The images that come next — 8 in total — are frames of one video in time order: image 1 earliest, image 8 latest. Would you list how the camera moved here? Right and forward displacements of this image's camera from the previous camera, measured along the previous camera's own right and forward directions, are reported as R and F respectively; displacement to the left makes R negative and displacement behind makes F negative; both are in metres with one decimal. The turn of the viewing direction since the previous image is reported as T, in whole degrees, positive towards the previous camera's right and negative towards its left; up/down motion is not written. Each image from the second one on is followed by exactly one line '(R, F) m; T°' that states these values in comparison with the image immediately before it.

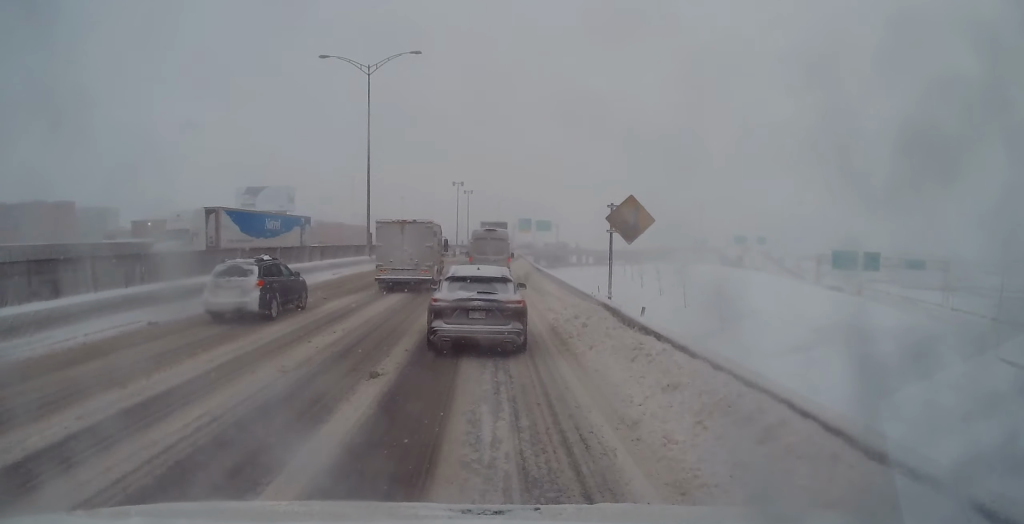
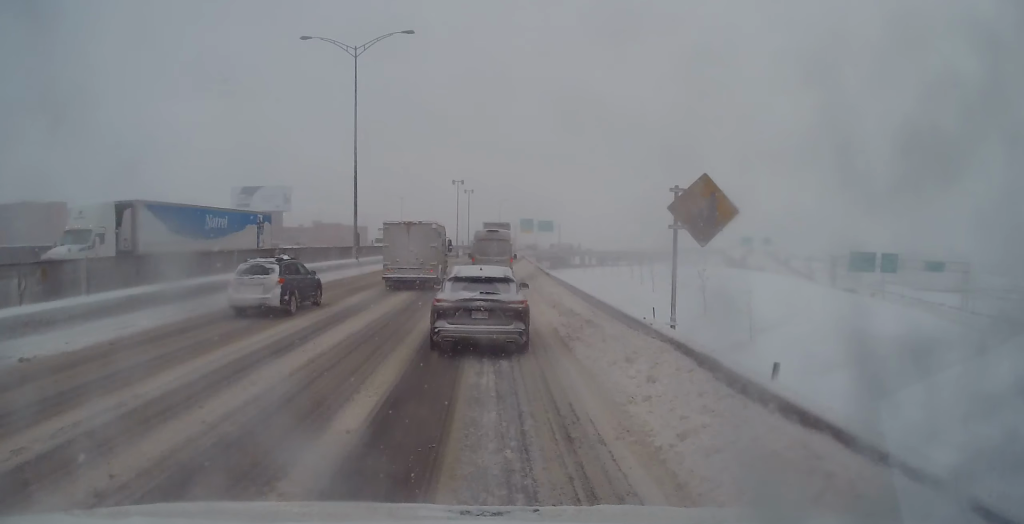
(0.0, +5.3) m; 0°
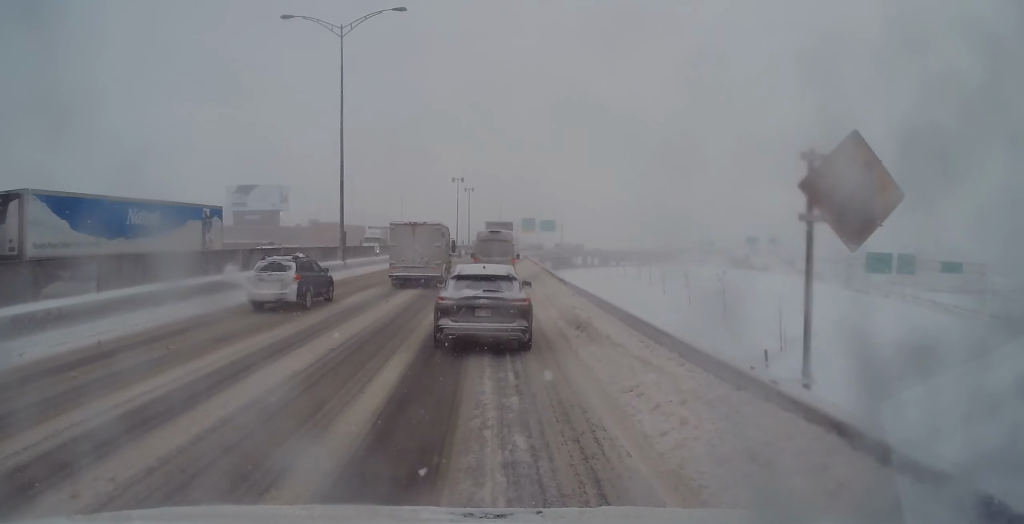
(0.0, +4.5) m; 0°
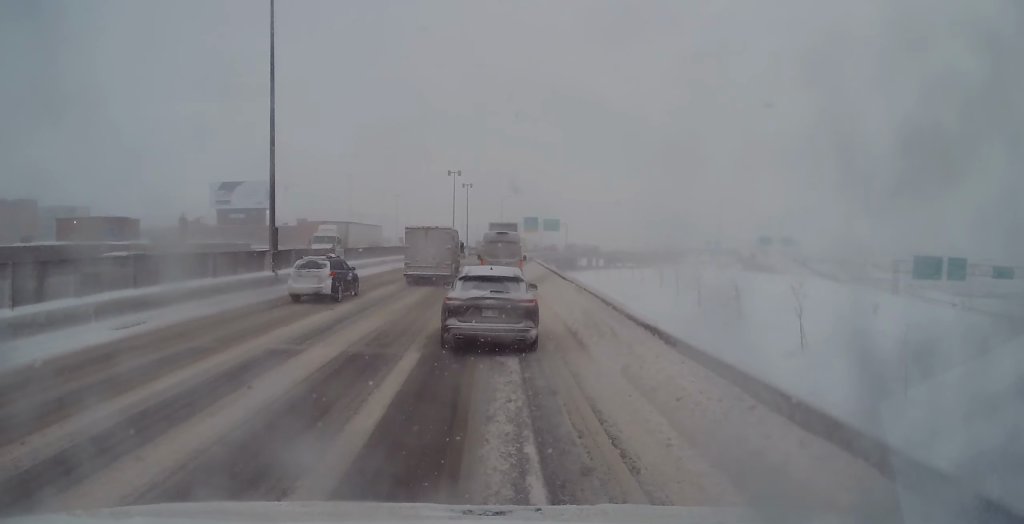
(0.0, +12.9) m; +1°
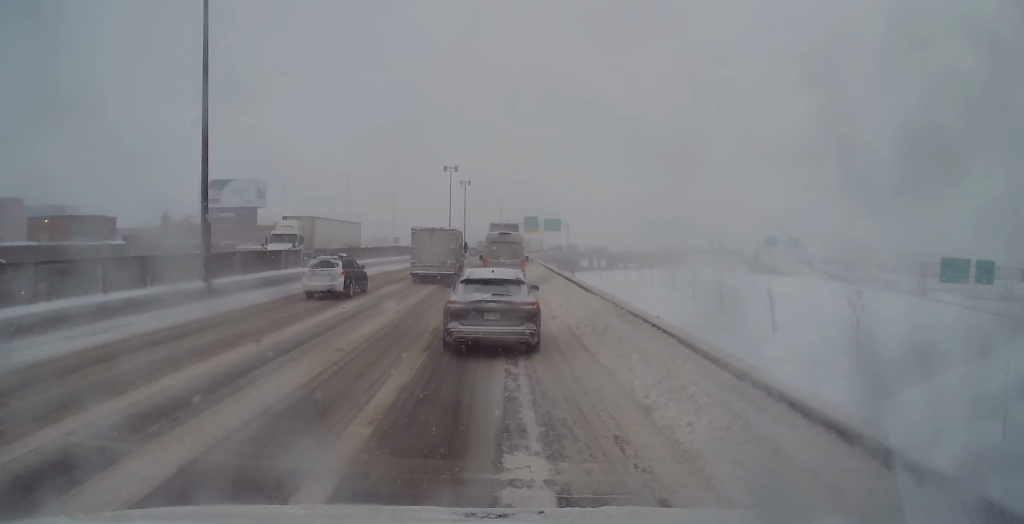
(+0.1, +6.6) m; 0°
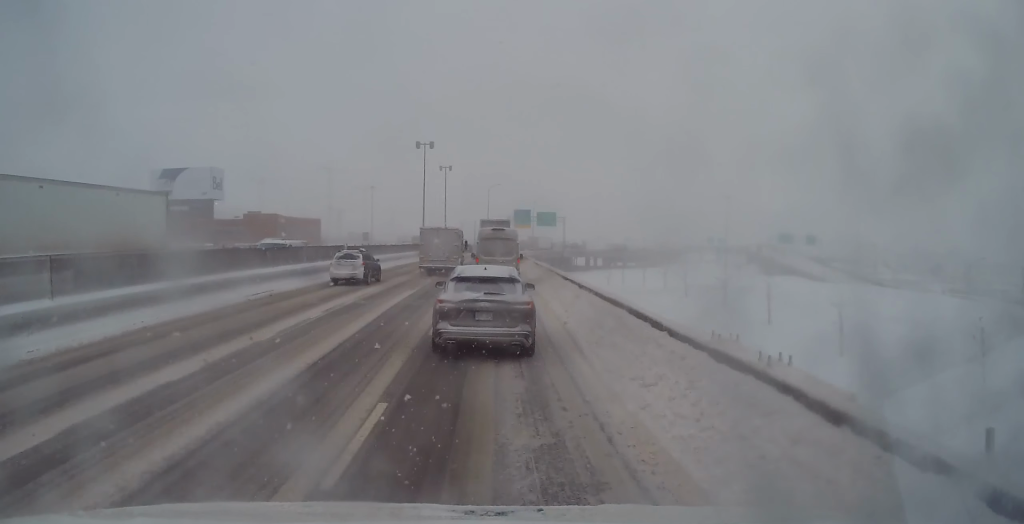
(+0.3, +22.6) m; +1°
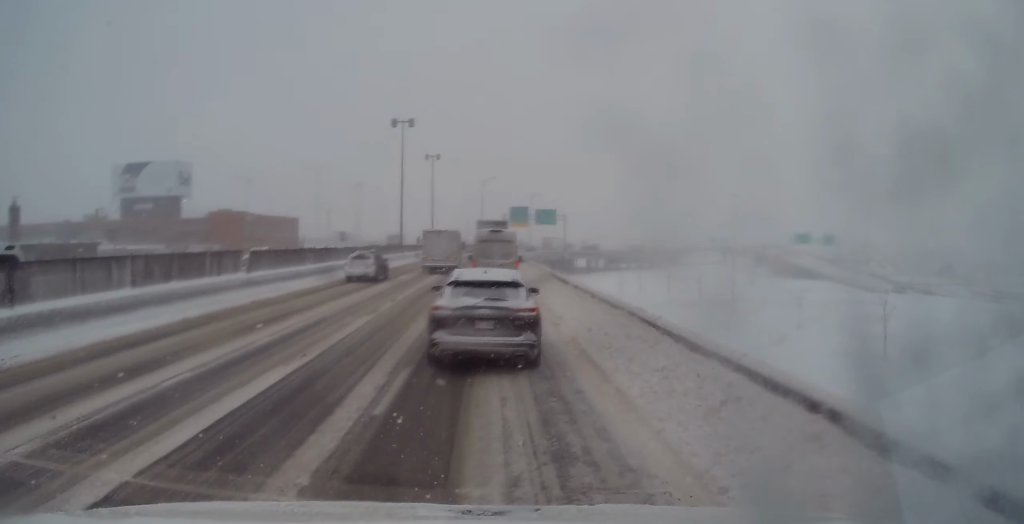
(-0.1, +15.9) m; -2°
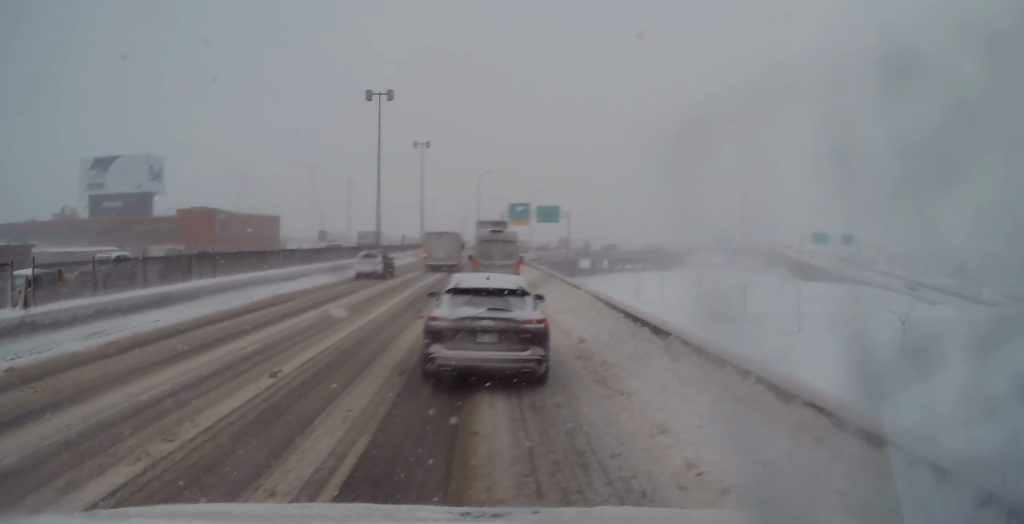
(-0.2, +12.5) m; +2°
